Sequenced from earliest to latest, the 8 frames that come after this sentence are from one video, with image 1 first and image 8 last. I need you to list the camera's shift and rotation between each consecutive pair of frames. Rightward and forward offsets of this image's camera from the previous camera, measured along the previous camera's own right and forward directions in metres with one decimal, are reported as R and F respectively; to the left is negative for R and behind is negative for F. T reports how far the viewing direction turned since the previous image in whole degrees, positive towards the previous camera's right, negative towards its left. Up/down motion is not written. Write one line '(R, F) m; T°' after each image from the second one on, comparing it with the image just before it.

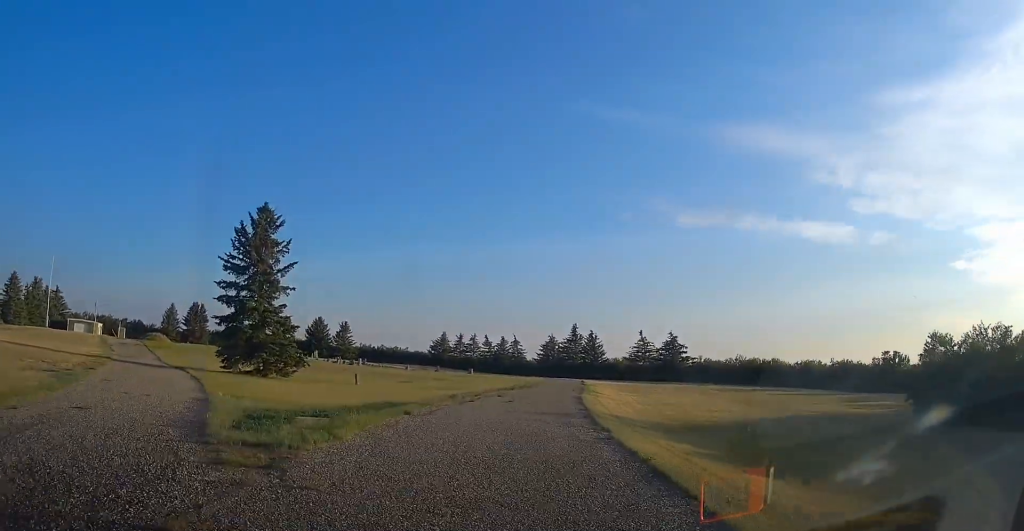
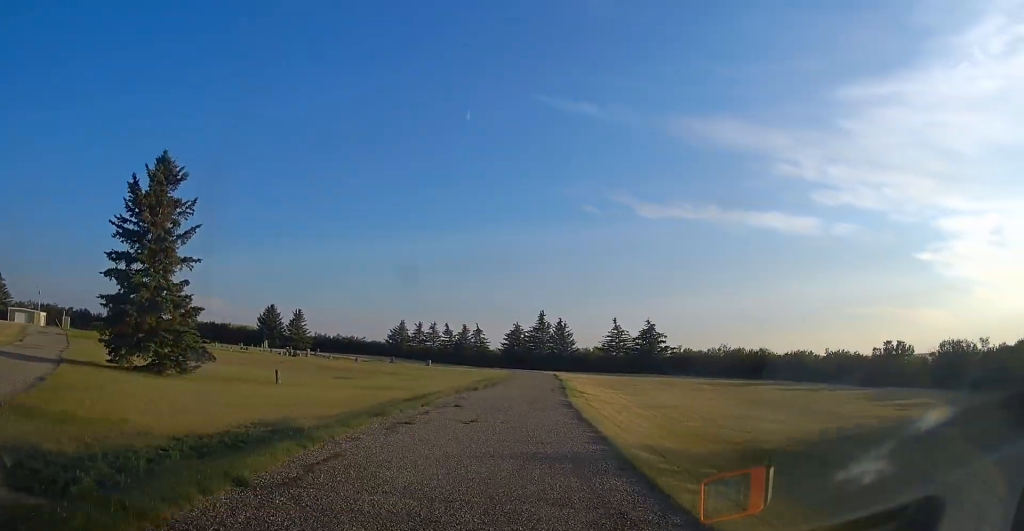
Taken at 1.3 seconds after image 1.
(+0.6, +9.1) m; +6°
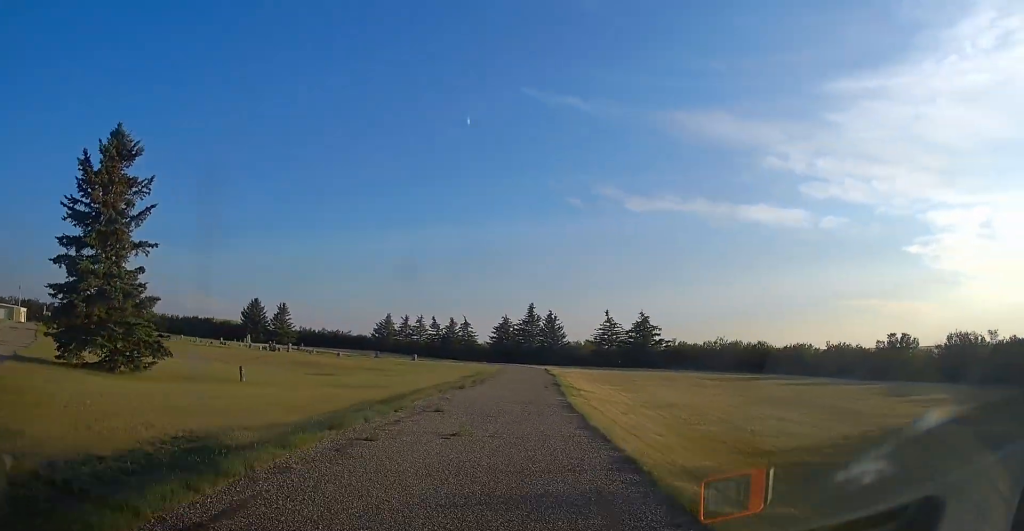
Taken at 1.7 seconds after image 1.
(+0.1, +3.4) m; +1°
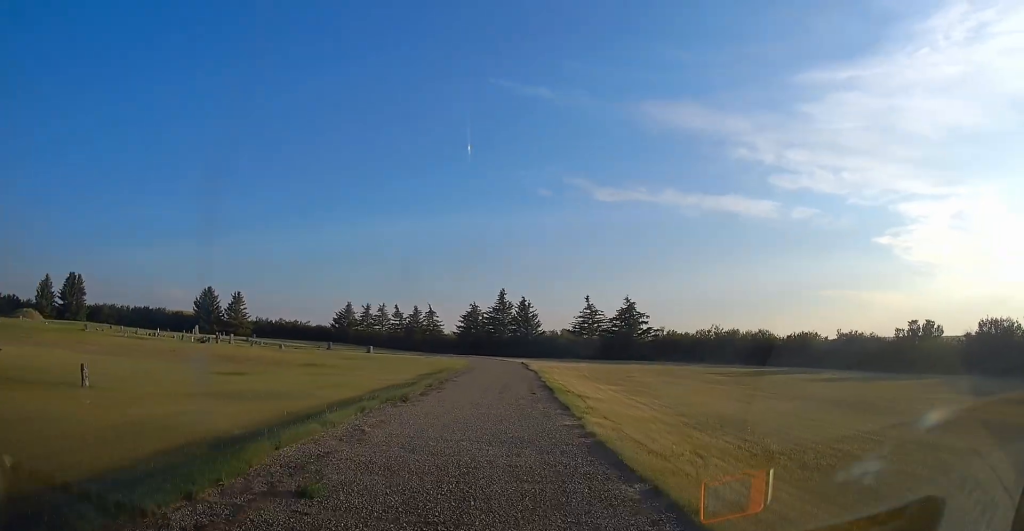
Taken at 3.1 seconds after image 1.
(+0.1, +10.2) m; +2°
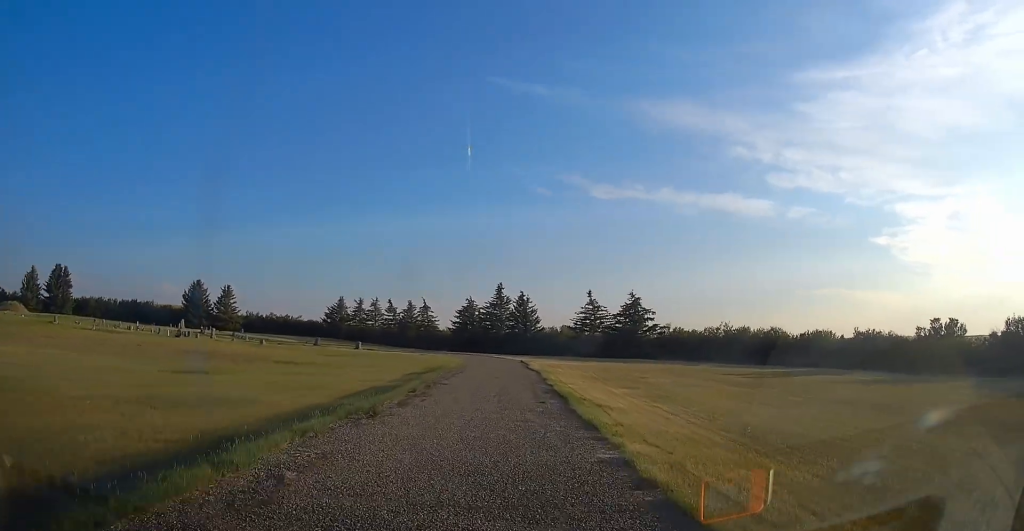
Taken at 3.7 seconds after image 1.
(0.0, +4.4) m; +2°
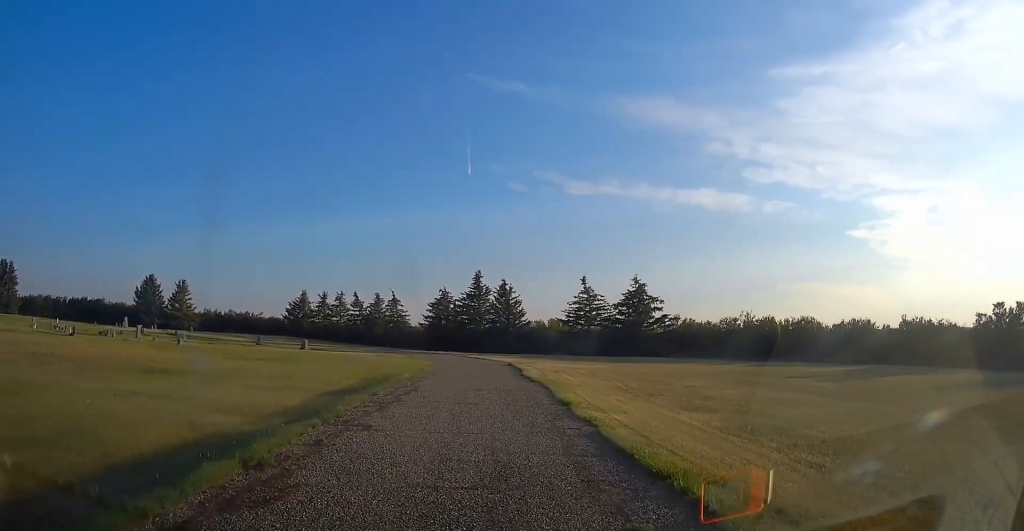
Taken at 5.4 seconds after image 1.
(+0.4, +12.7) m; 0°
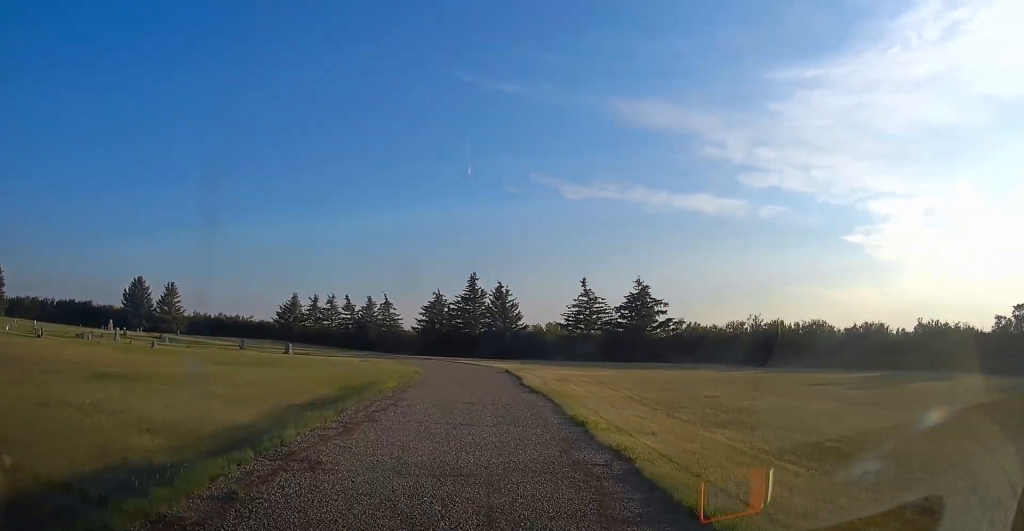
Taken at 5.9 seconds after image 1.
(0.0, +3.2) m; 0°
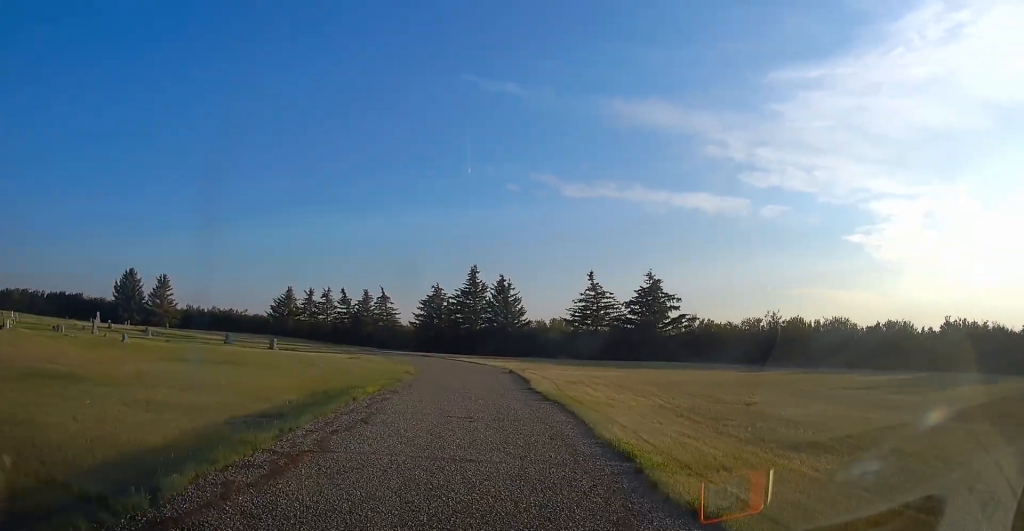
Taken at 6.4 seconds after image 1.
(-0.1, +4.0) m; 0°
